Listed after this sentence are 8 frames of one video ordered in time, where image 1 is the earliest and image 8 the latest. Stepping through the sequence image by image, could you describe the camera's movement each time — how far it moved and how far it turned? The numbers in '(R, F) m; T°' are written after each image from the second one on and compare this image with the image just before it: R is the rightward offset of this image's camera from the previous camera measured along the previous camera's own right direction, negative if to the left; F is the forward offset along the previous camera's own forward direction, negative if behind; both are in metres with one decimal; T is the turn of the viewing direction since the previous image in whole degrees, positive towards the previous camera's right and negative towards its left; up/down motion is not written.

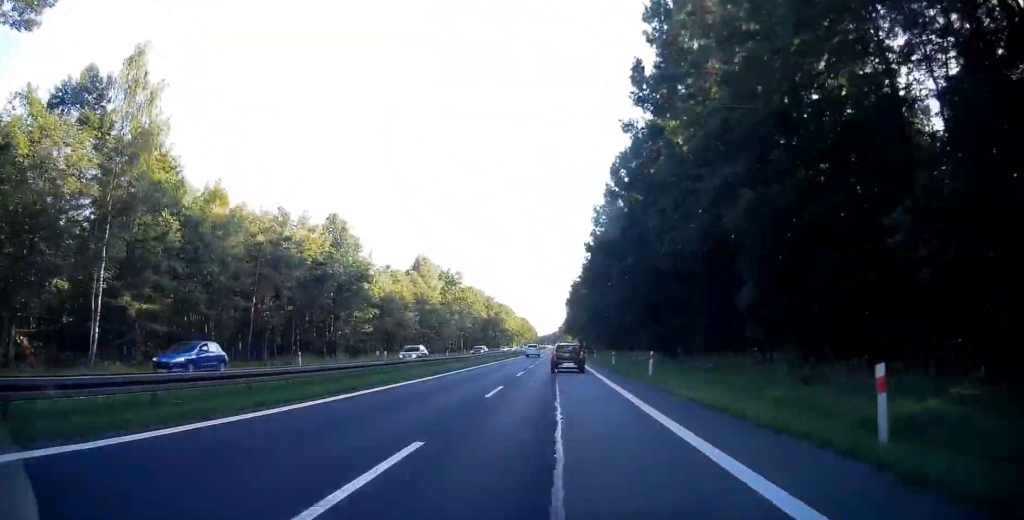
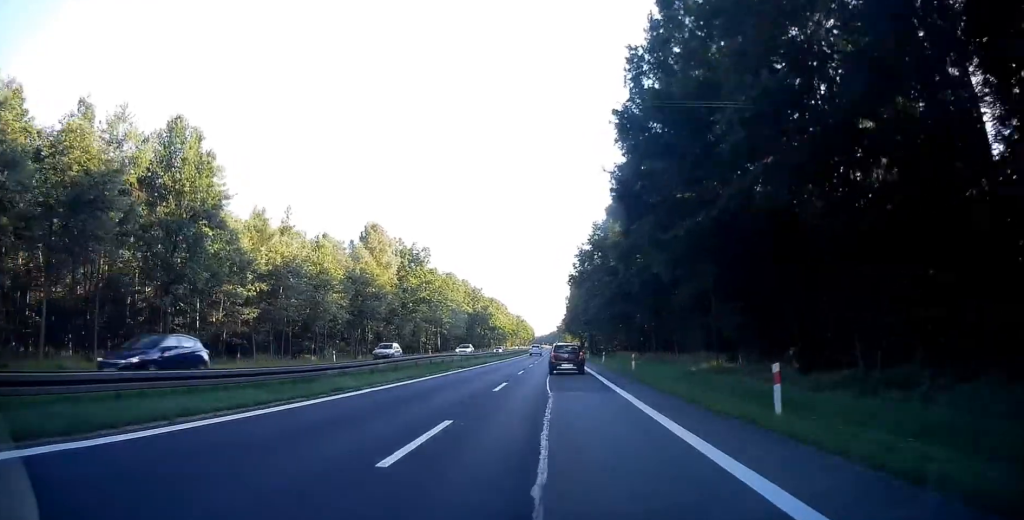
(+0.1, +33.1) m; 0°
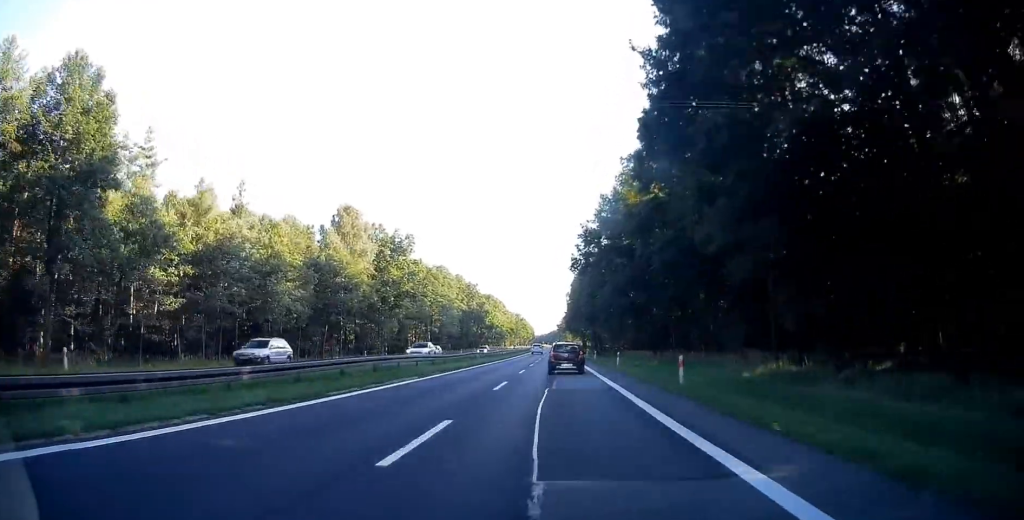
(0.0, +11.8) m; 0°
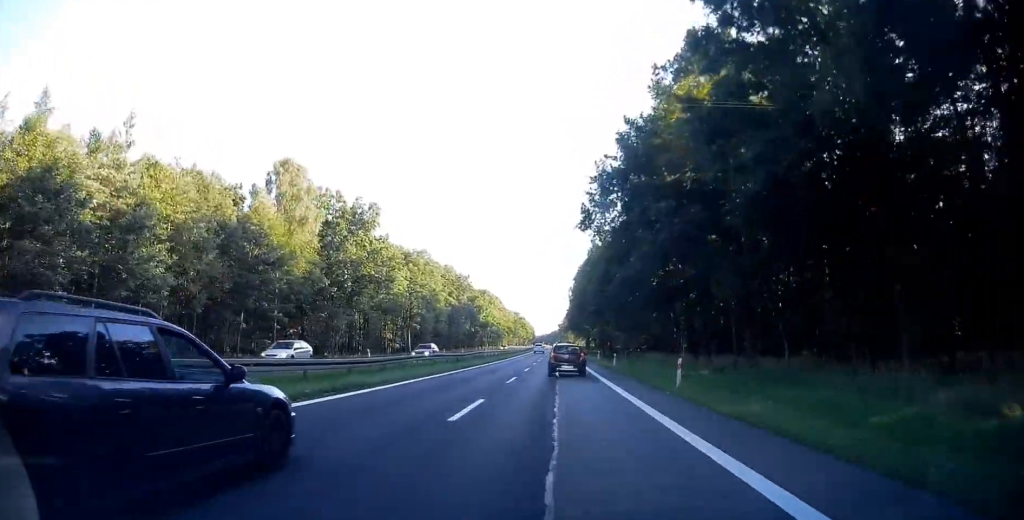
(0.0, +19.7) m; 0°
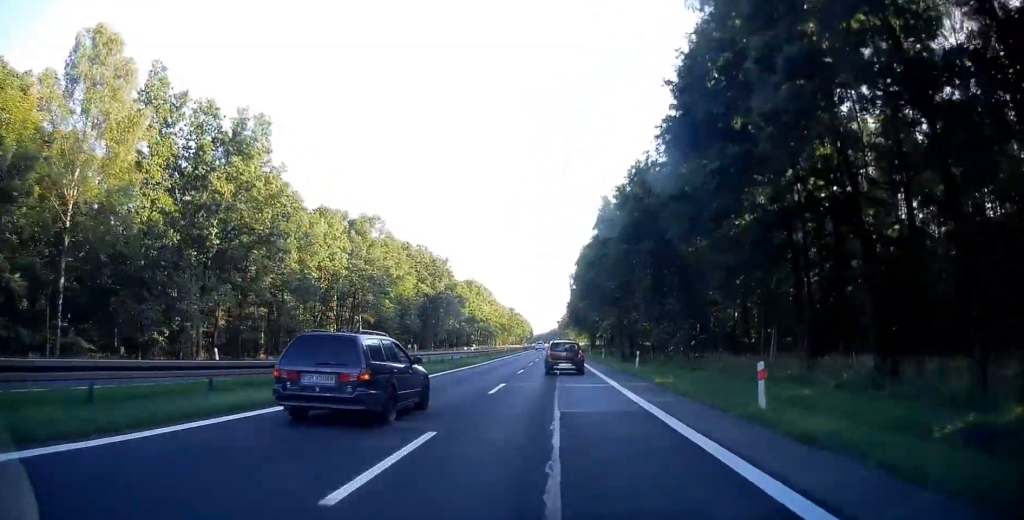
(0.0, +29.8) m; 0°
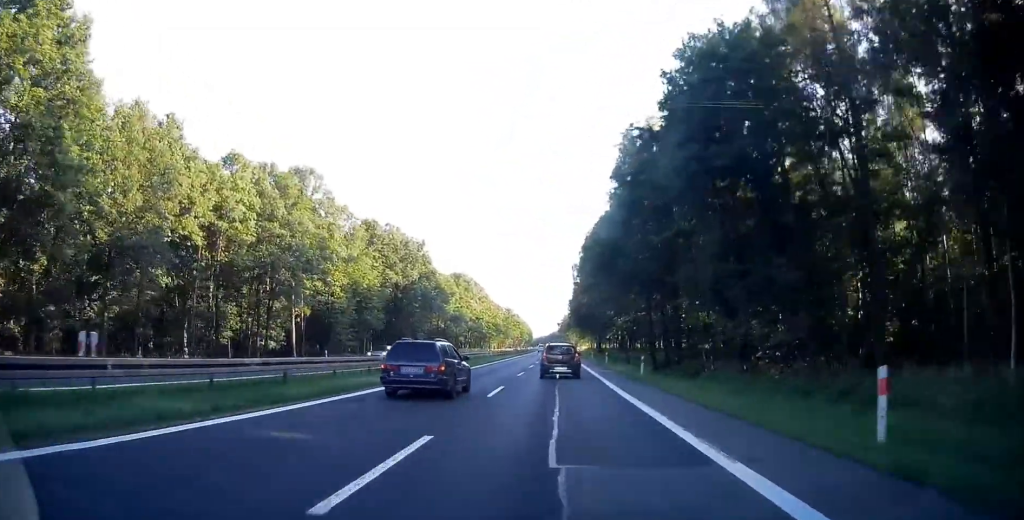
(0.0, +24.1) m; 0°
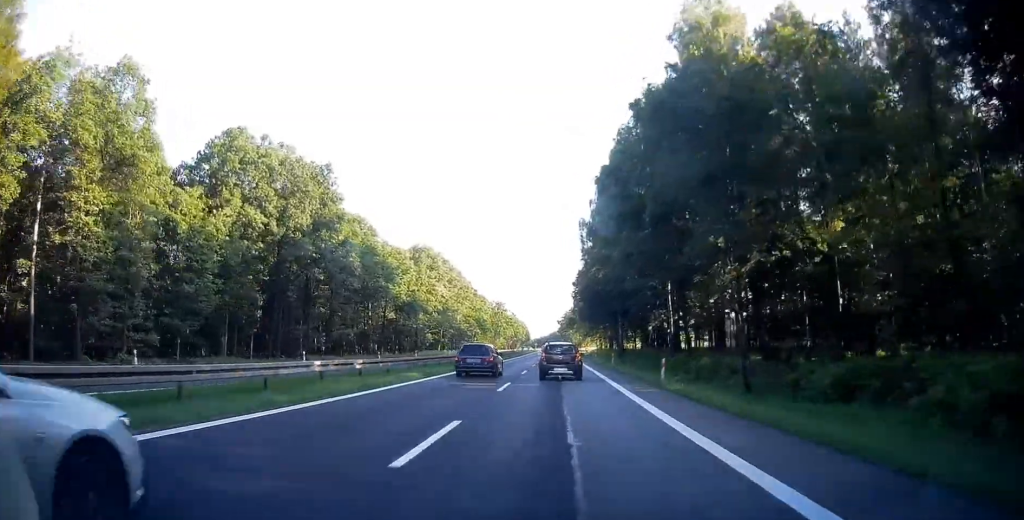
(0.0, +45.2) m; 0°
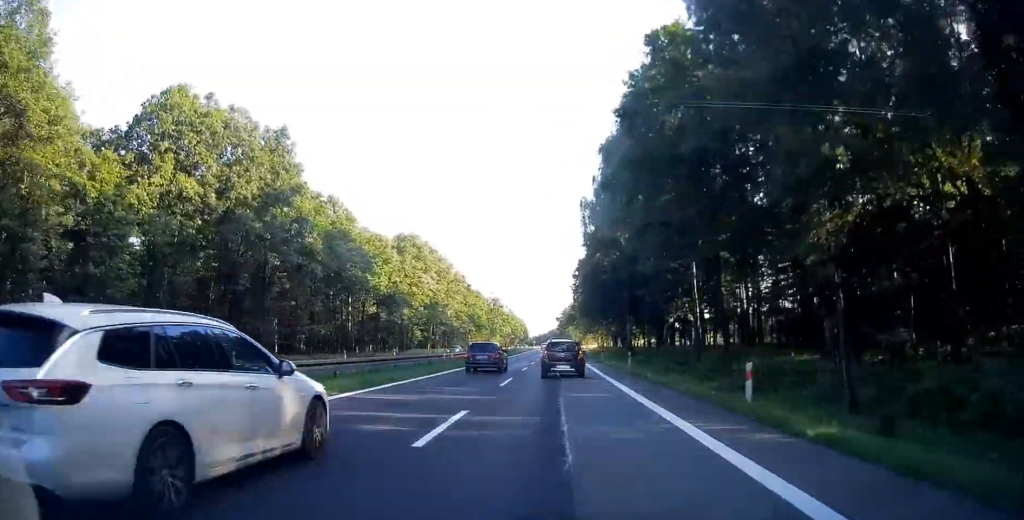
(+0.1, +10.6) m; 0°
